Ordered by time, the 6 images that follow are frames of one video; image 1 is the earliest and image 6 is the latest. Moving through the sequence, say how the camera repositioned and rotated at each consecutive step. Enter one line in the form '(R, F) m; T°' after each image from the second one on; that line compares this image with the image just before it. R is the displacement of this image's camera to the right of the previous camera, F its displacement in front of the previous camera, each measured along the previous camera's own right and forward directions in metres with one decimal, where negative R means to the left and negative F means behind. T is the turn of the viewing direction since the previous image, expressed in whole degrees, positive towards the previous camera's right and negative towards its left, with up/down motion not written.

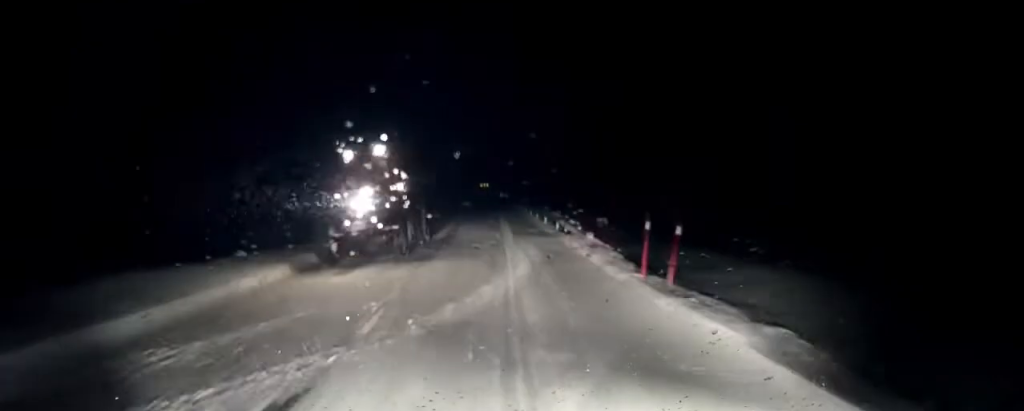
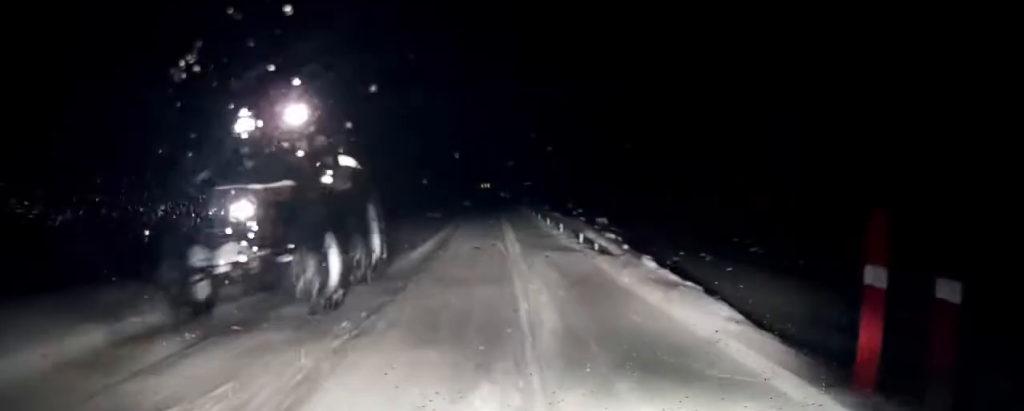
(0.0, +5.0) m; +1°
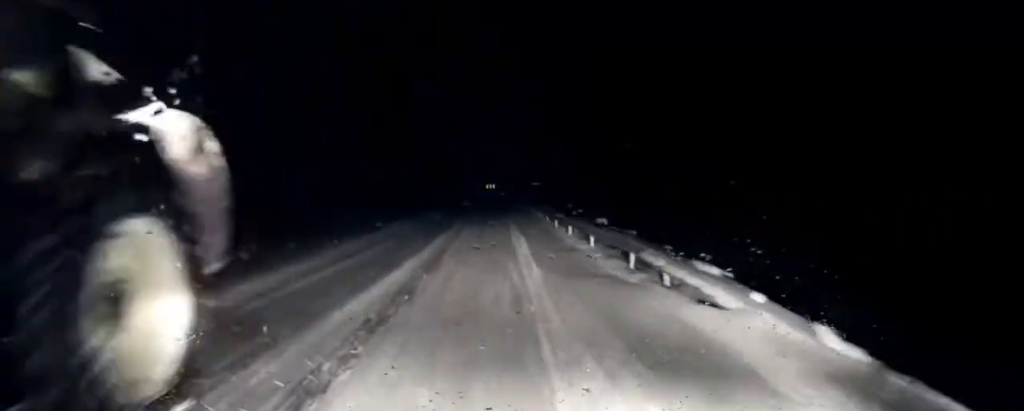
(0.0, +5.0) m; +1°
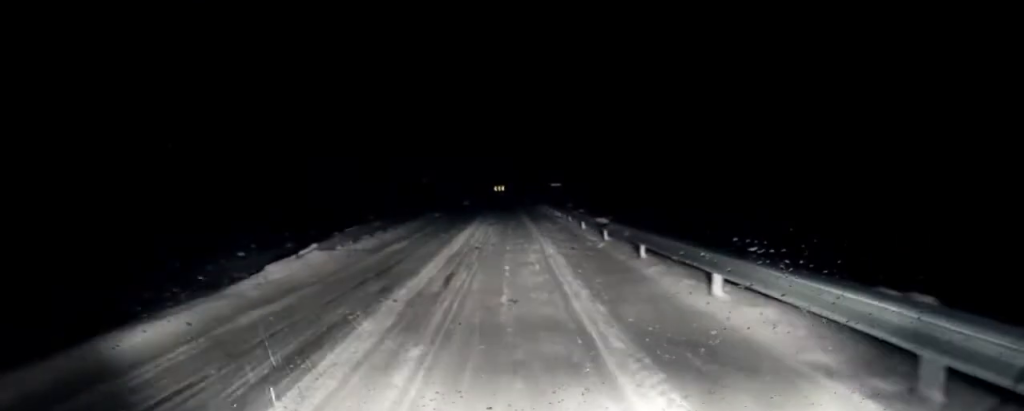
(+0.4, +15.2) m; +3°
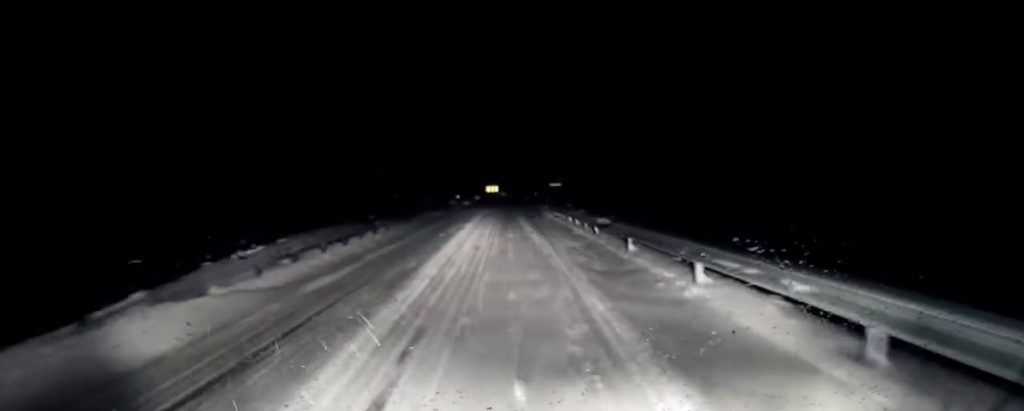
(+0.2, +7.5) m; +1°
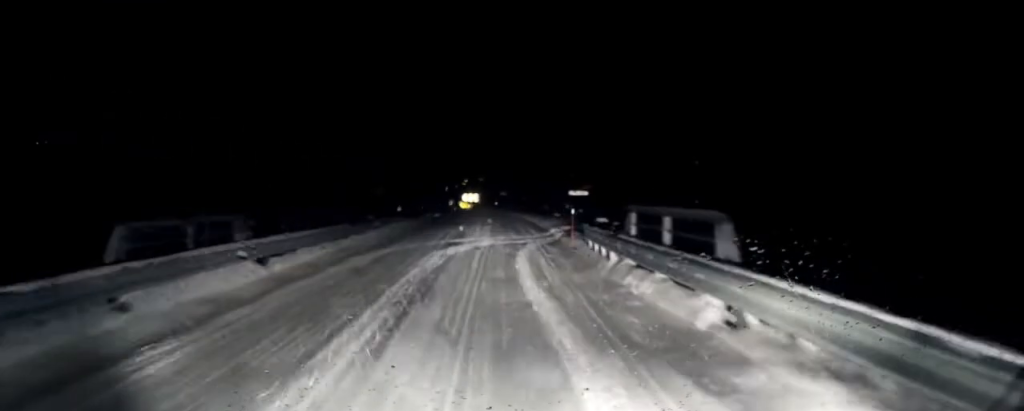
(+0.1, +27.7) m; 0°
